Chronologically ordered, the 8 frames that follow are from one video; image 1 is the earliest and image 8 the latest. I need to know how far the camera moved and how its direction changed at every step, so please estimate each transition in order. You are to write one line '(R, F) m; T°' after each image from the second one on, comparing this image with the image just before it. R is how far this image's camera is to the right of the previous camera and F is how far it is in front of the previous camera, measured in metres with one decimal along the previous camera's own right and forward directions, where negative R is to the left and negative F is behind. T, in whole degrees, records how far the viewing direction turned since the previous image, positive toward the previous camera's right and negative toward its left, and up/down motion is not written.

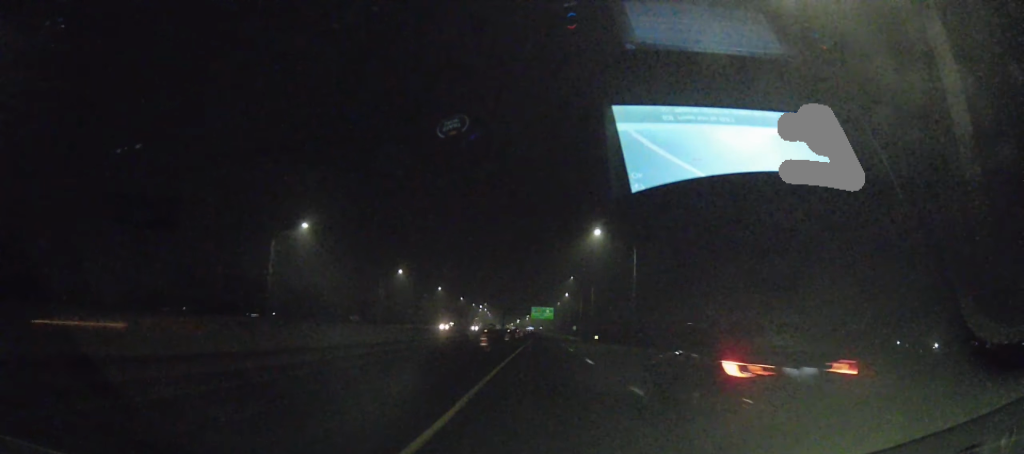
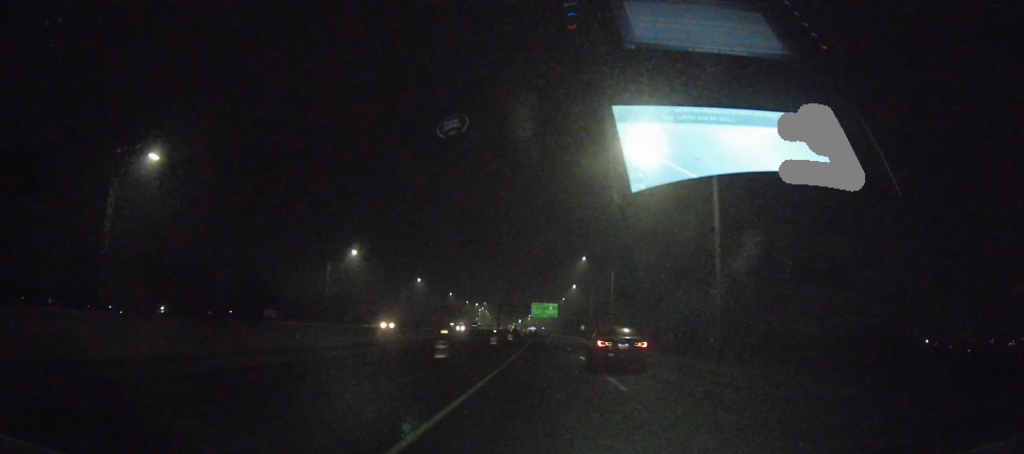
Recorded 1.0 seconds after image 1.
(+0.1, +34.1) m; +1°
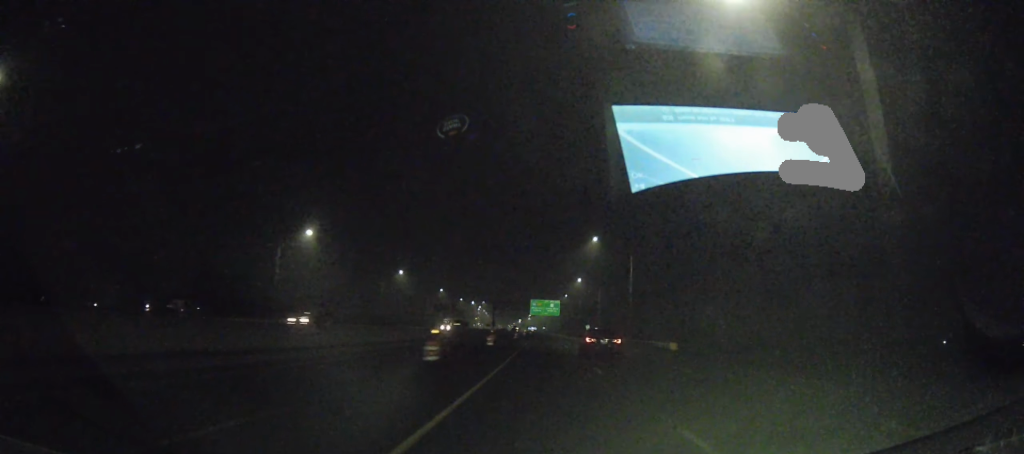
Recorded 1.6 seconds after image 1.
(+0.1, +19.9) m; 0°
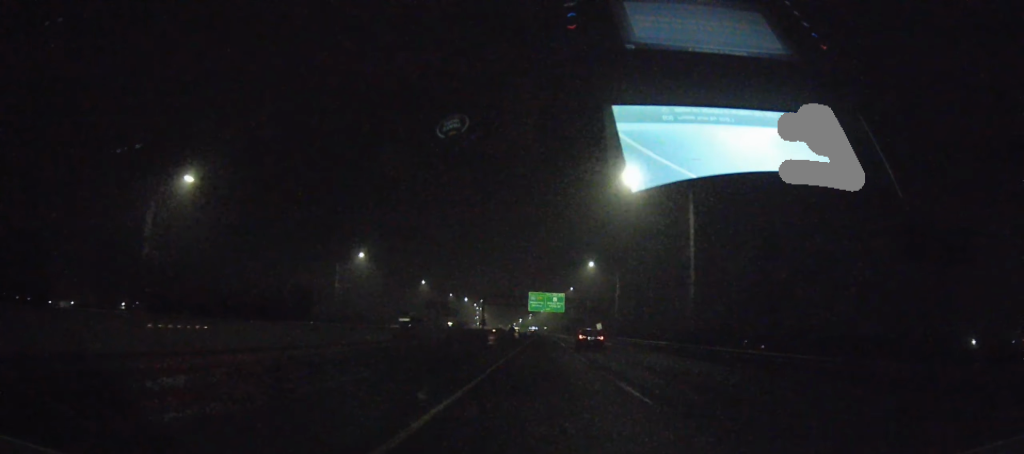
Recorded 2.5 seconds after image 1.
(0.0, +30.1) m; 0°
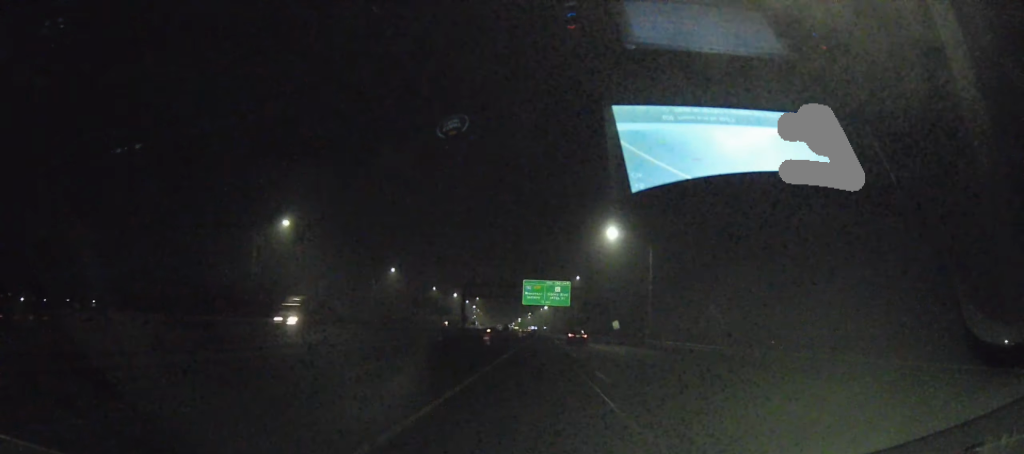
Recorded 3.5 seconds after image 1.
(-0.3, +31.7) m; 0°
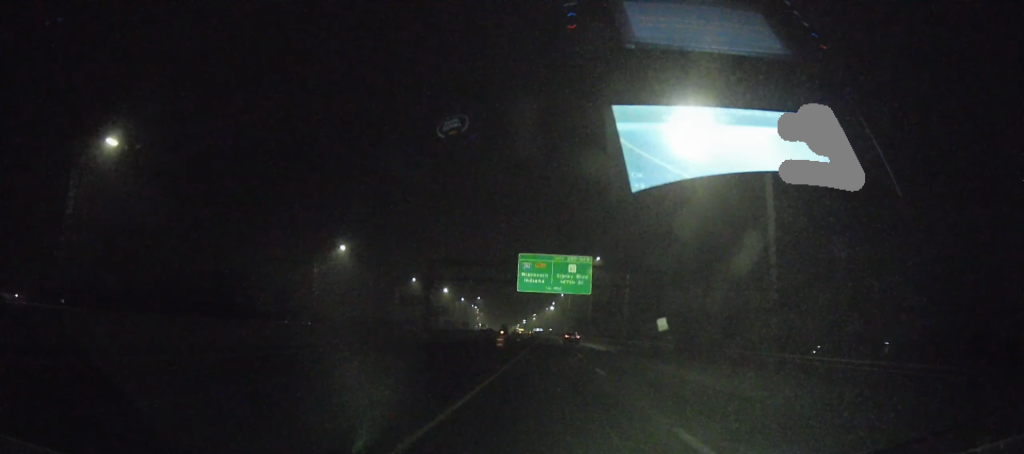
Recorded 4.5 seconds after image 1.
(+0.3, +36.2) m; 0°
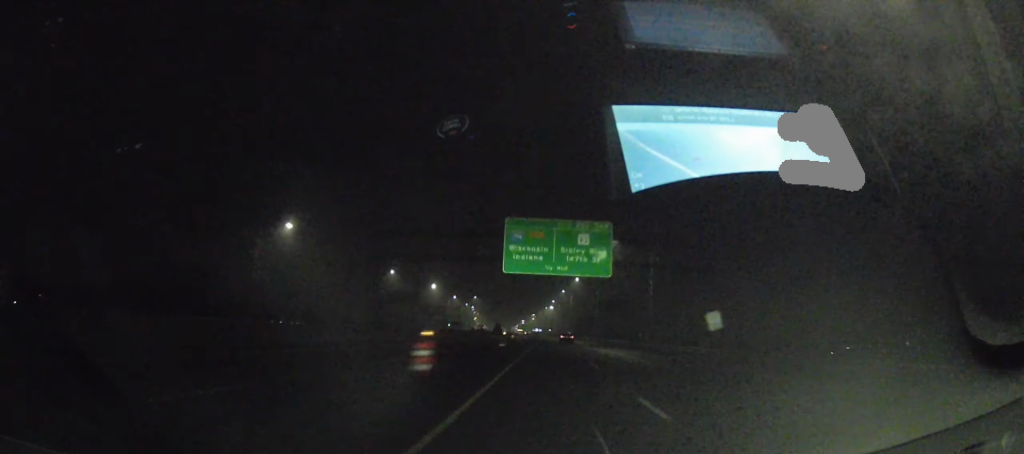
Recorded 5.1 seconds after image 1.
(-0.1, +20.4) m; 0°
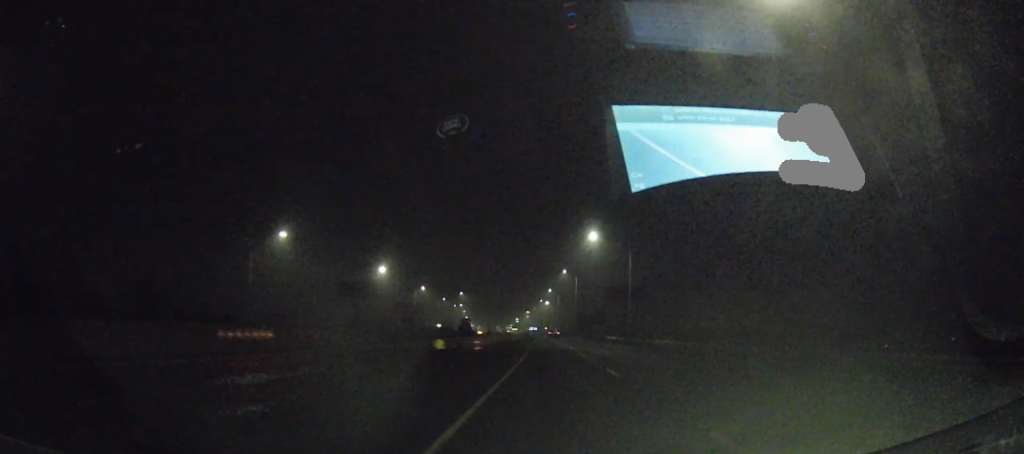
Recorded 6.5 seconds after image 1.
(0.0, +52.8) m; 0°
